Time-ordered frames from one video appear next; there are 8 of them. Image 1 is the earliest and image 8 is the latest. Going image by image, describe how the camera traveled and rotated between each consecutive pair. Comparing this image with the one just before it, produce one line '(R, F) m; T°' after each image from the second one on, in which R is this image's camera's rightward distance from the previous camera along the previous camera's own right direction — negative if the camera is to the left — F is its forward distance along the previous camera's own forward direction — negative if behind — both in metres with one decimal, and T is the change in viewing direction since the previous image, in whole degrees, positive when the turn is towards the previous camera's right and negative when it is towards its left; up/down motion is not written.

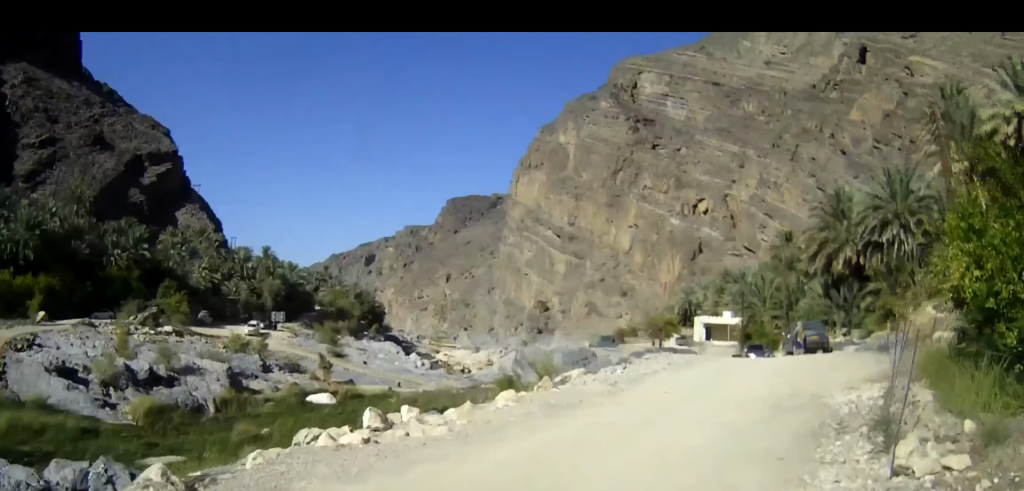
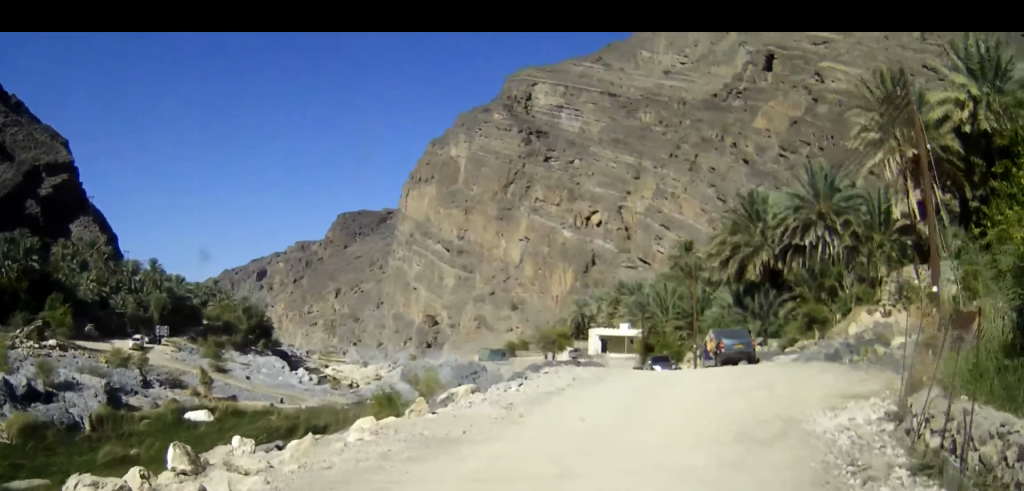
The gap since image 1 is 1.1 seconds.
(0.0, +4.3) m; +3°
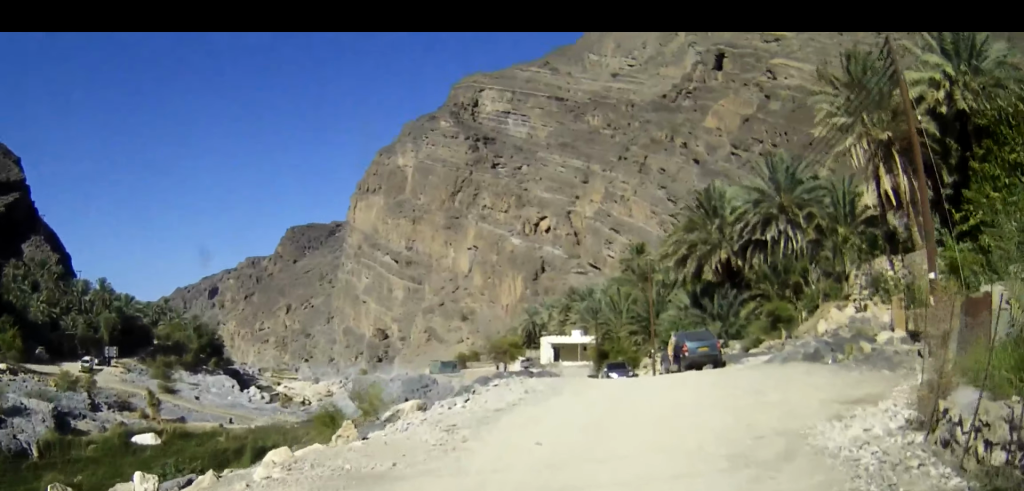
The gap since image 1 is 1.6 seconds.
(-0.1, +2.0) m; +3°
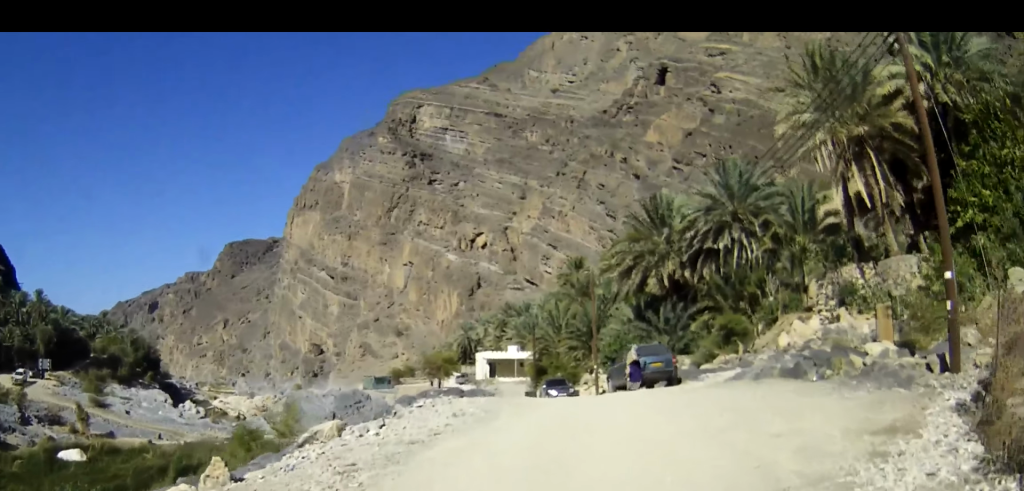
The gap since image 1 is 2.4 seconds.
(+0.3, +3.0) m; +2°
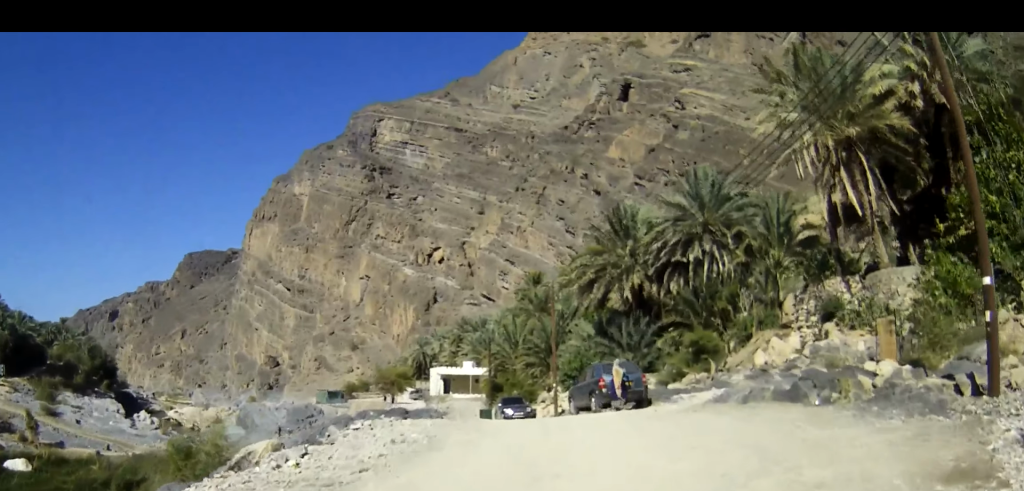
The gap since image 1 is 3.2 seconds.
(-0.1, +3.0) m; +1°
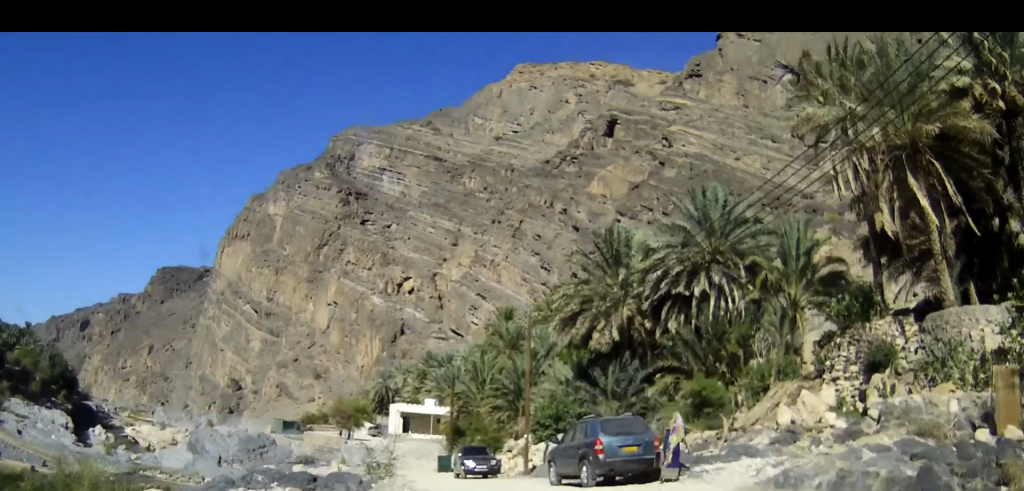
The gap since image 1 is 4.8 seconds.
(+0.3, +7.0) m; +6°
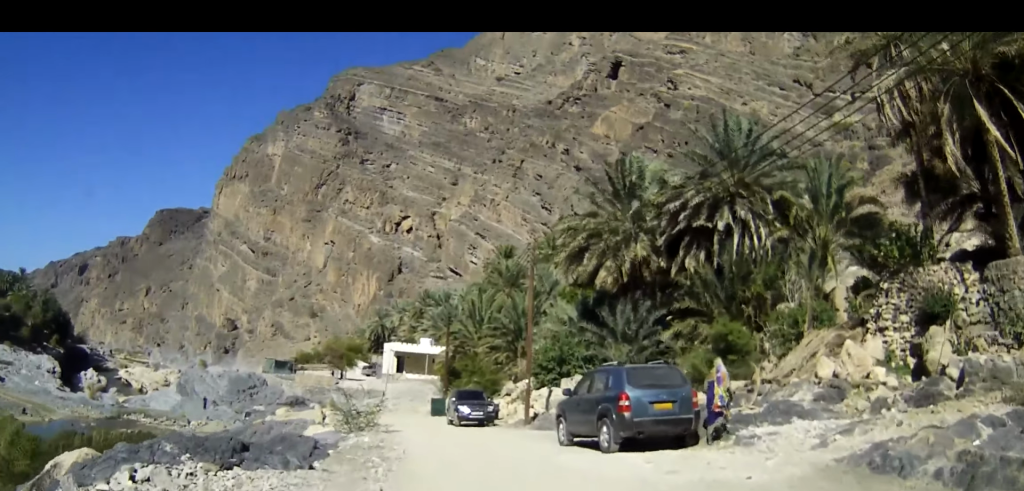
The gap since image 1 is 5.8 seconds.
(0.0, +4.0) m; +1°
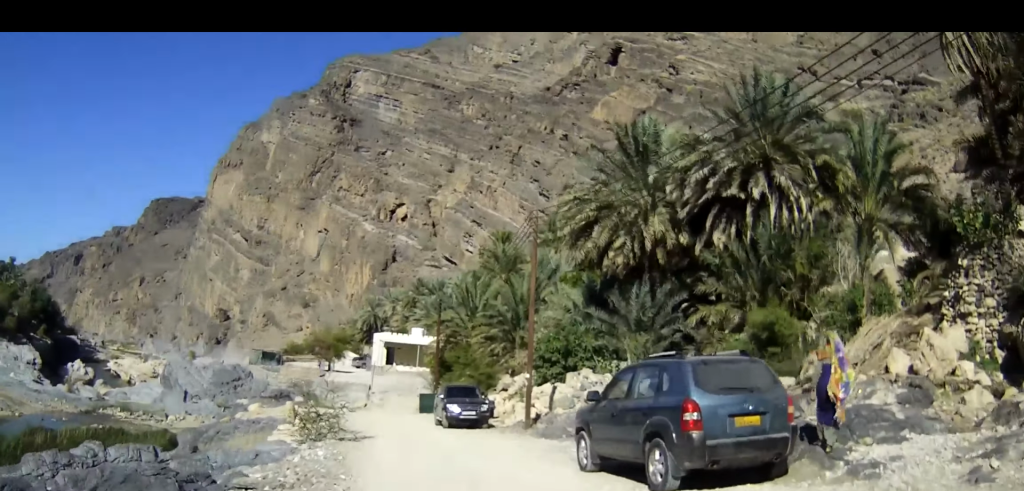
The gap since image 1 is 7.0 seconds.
(0.0, +3.6) m; 0°
